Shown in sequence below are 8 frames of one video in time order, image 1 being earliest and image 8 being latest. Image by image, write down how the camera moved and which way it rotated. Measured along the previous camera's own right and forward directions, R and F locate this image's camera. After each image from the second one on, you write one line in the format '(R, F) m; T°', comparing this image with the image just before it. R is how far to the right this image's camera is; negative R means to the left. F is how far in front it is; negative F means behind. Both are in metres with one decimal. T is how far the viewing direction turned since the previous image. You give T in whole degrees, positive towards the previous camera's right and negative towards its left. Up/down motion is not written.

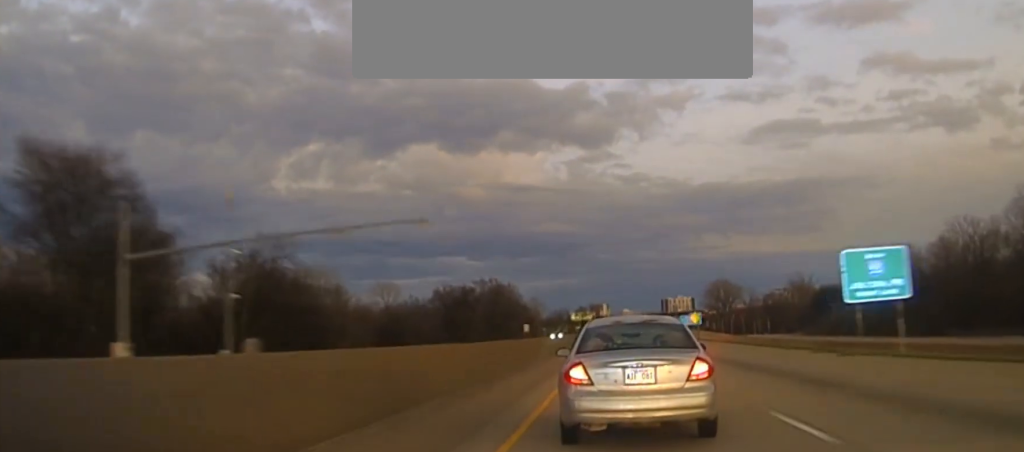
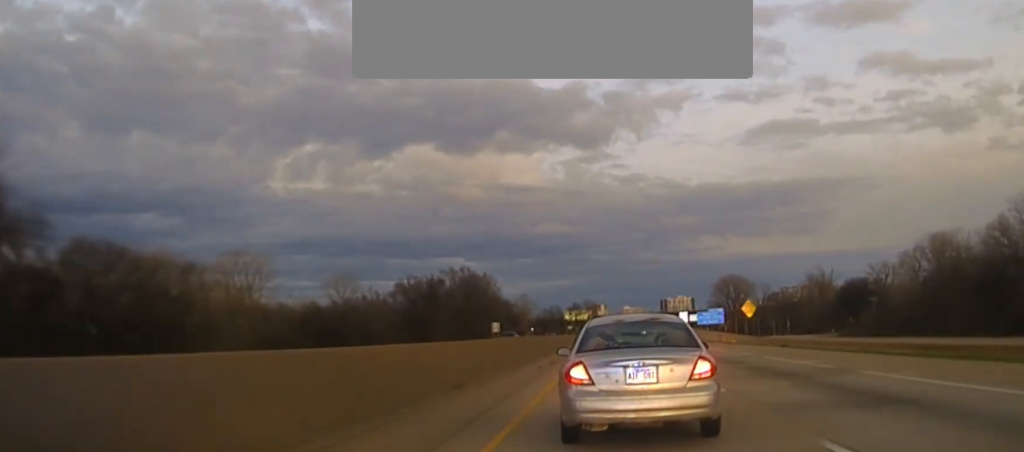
(-0.3, +52.1) m; 0°
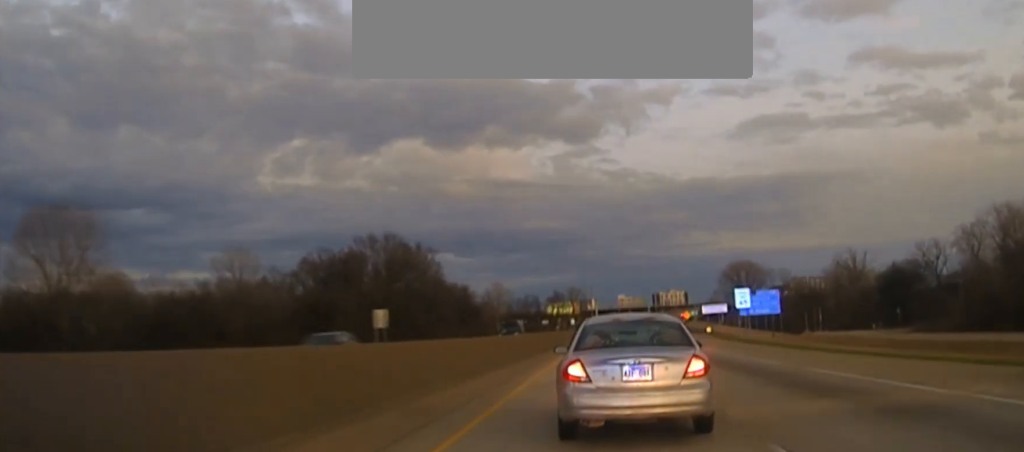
(+0.4, +75.6) m; 0°
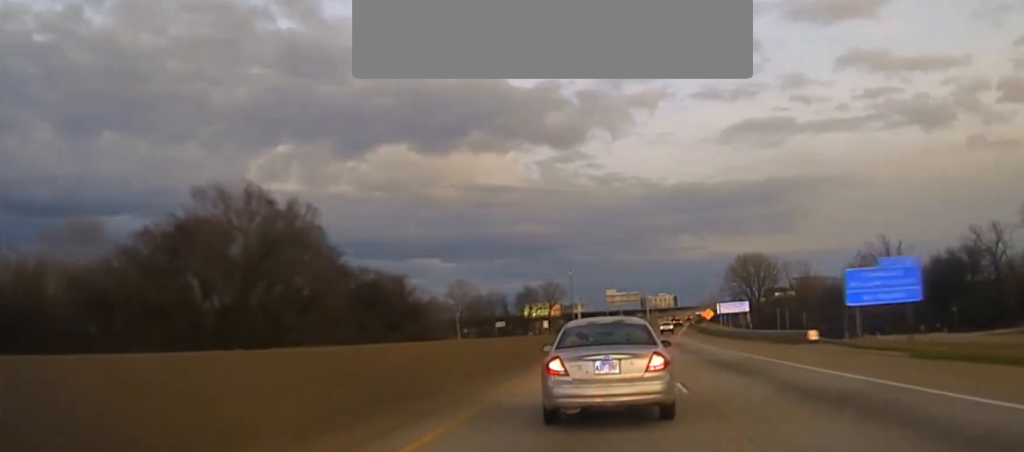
(0.0, +58.4) m; +1°
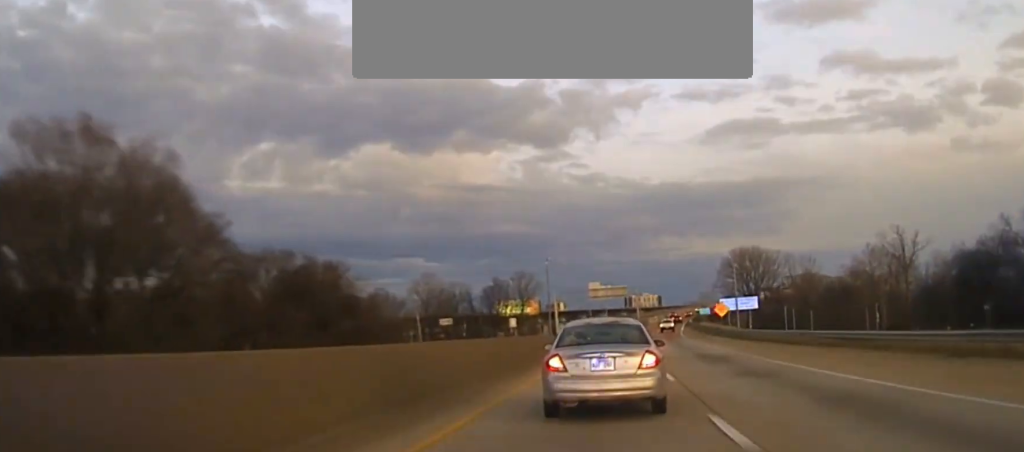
(+0.7, +32.0) m; +1°
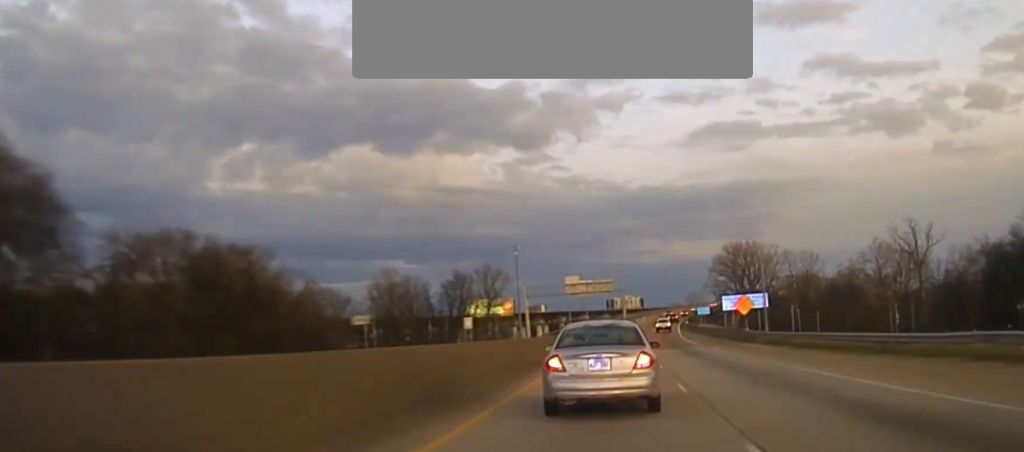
(+0.2, +27.7) m; +1°
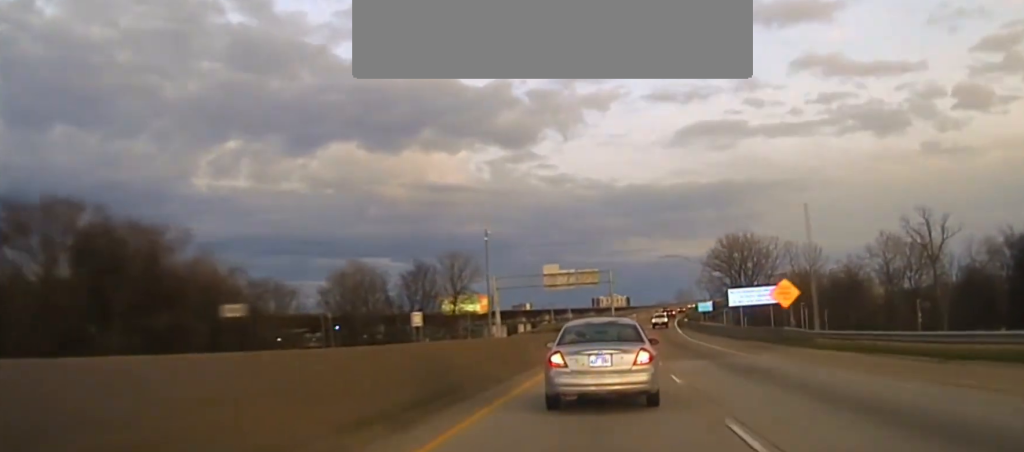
(0.0, +21.9) m; 0°
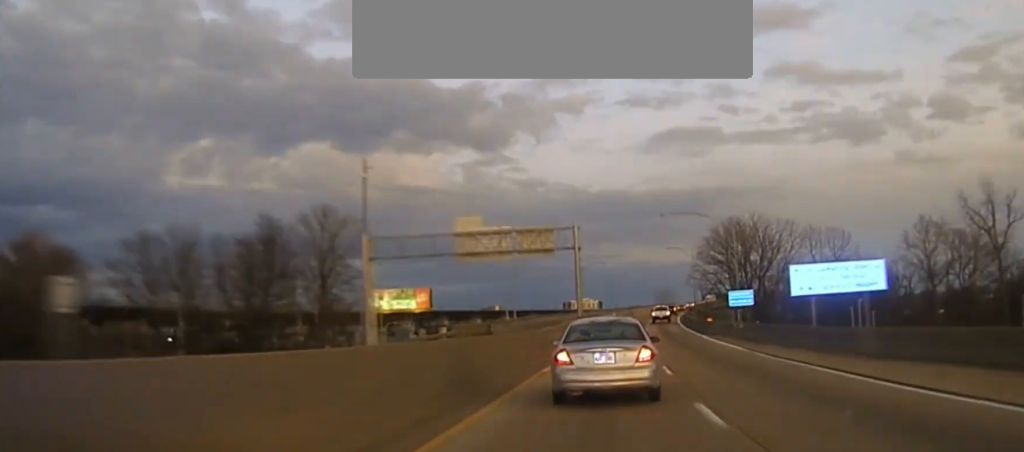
(+0.7, +54.4) m; +2°
